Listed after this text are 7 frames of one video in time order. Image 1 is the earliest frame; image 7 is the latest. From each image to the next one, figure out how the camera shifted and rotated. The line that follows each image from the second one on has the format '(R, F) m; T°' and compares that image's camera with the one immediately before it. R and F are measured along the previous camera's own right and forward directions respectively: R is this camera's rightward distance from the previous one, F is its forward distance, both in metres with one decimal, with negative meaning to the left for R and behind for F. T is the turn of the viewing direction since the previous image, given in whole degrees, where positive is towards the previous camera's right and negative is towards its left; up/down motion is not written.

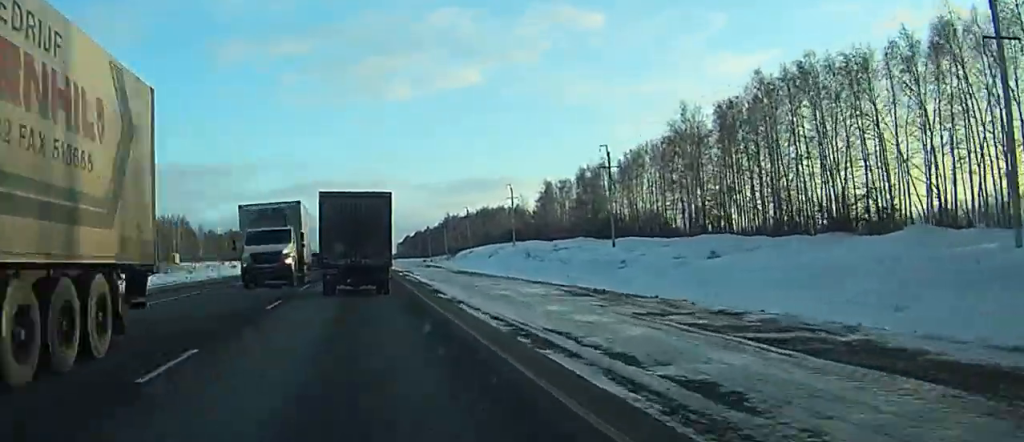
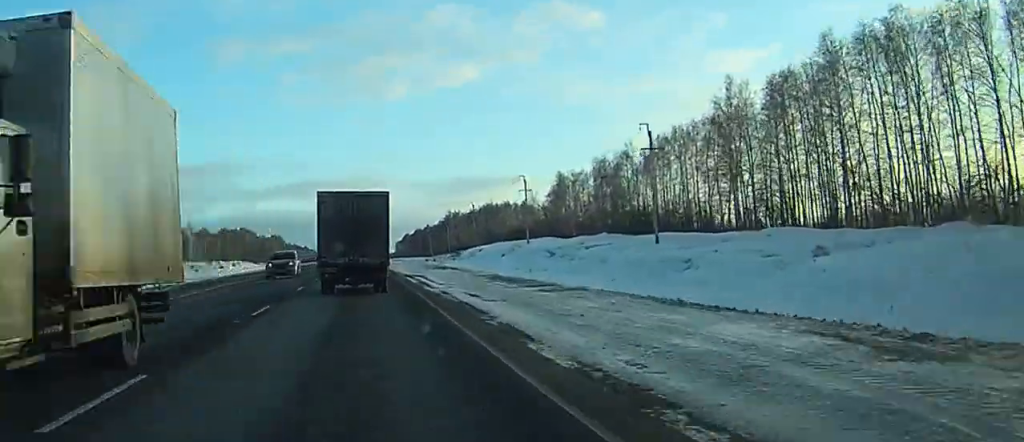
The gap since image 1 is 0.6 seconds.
(+0.2, +16.2) m; 0°
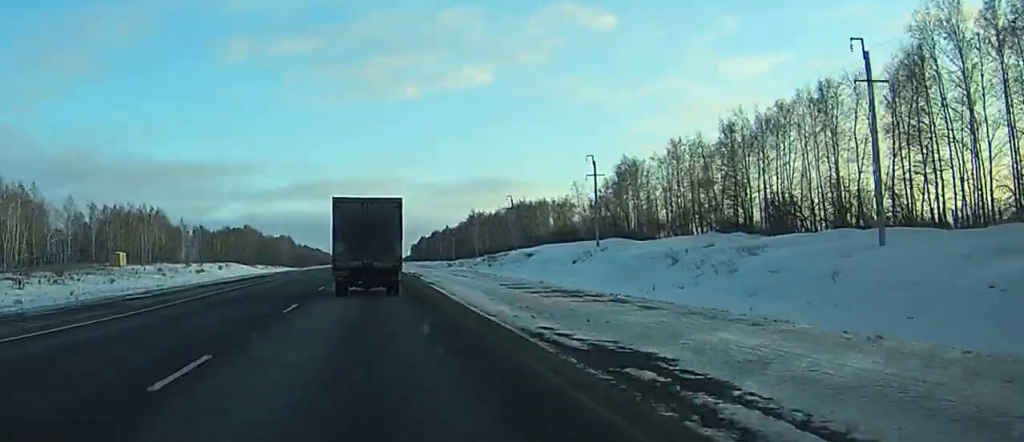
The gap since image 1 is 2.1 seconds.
(-1.3, +32.9) m; -4°
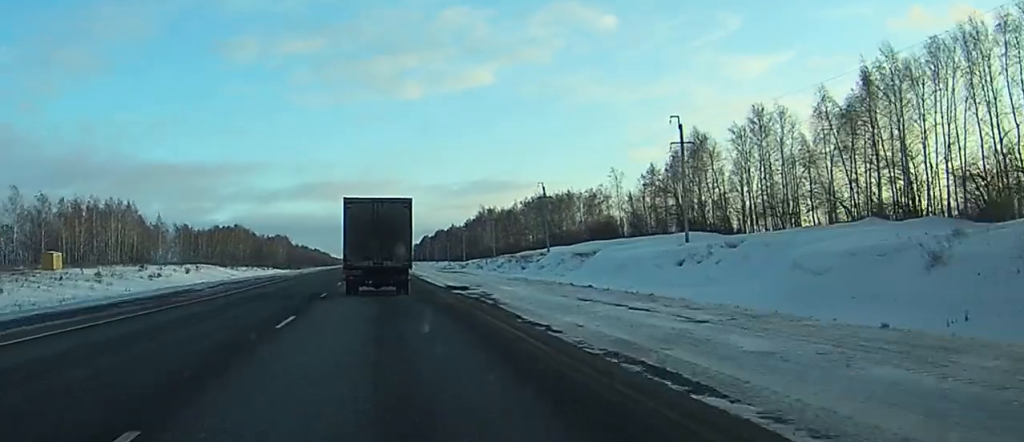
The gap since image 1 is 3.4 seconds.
(+0.4, +25.9) m; +2°
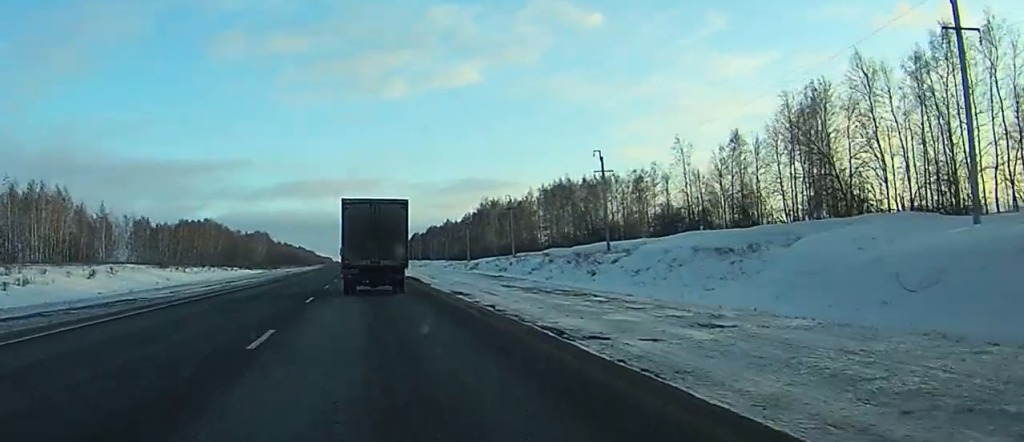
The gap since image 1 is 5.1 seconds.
(+0.1, +37.5) m; +1°
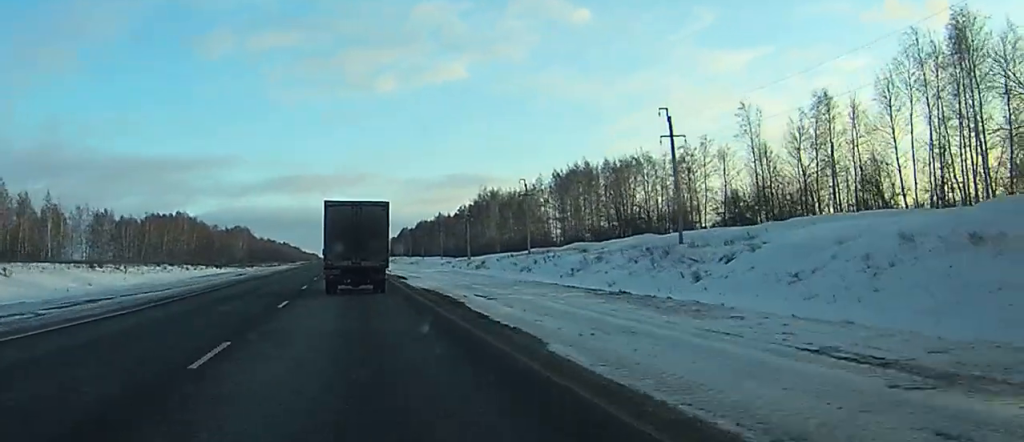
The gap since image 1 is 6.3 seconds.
(+0.3, +25.5) m; +1°
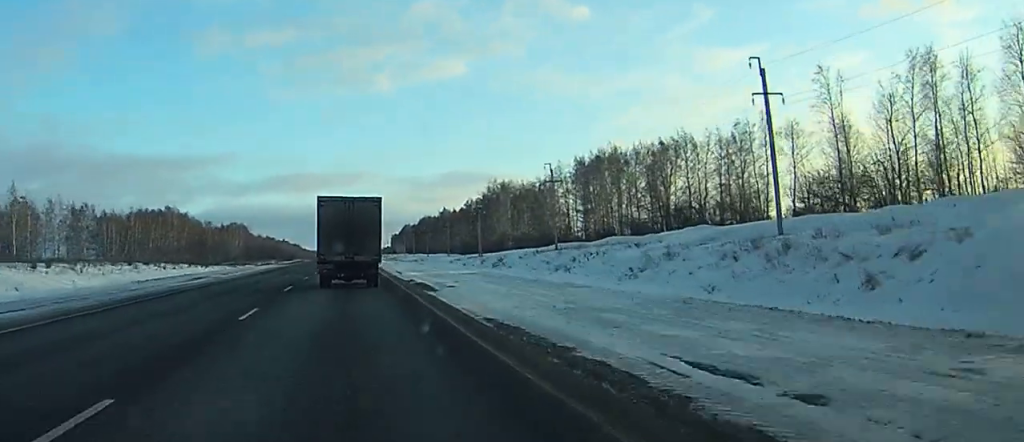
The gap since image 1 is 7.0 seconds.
(+0.1, +17.6) m; 0°
